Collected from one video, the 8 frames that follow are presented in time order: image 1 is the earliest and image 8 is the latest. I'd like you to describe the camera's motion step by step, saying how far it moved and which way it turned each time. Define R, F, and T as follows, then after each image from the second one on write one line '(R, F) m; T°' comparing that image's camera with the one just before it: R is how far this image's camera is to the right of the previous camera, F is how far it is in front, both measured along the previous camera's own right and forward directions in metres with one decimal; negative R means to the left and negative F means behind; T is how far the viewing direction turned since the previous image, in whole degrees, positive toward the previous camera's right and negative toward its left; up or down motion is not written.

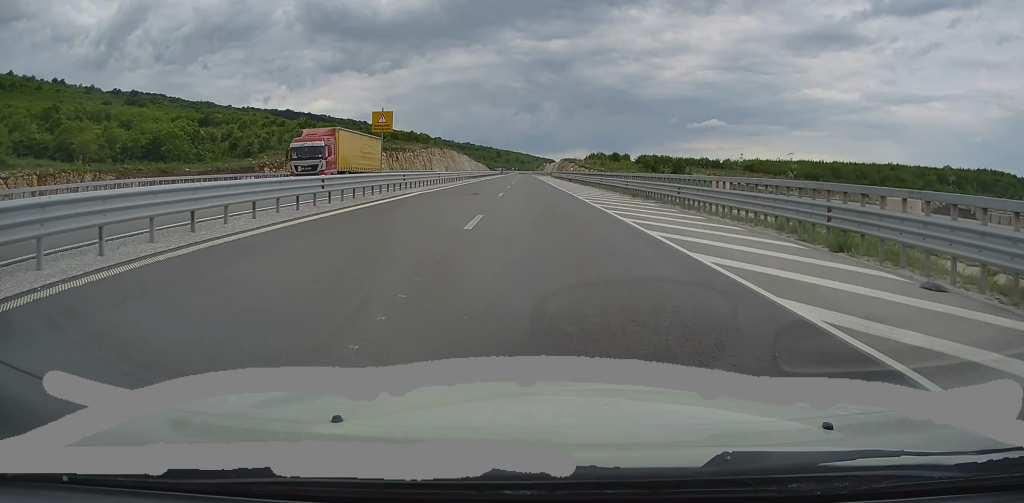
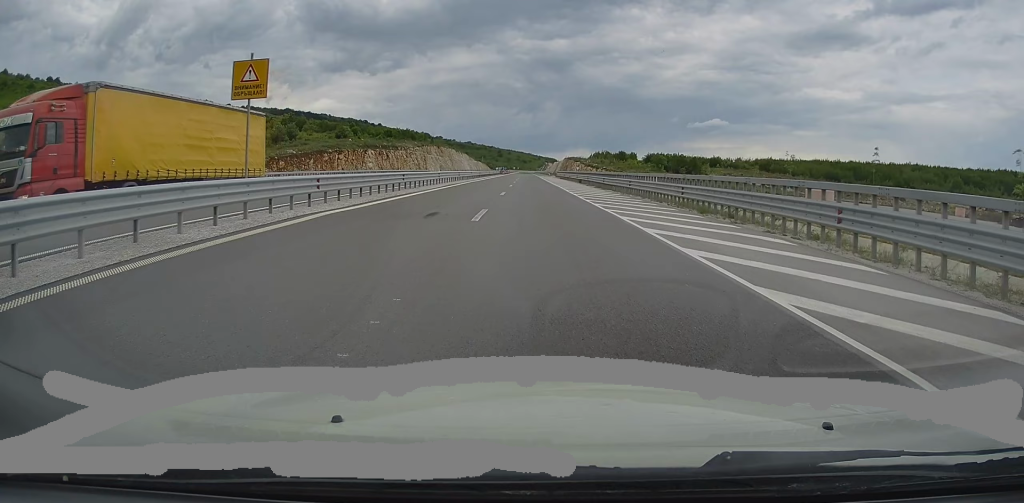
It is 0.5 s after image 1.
(0.0, +13.5) m; 0°
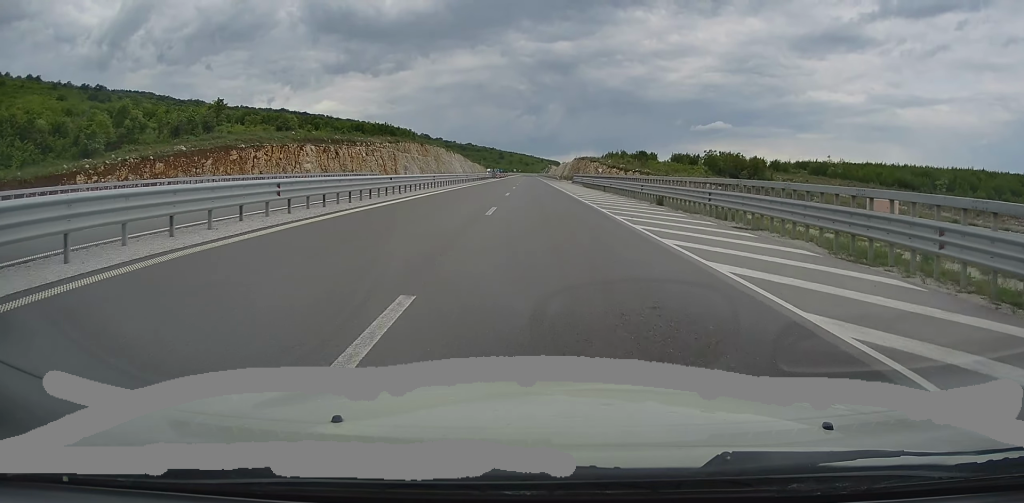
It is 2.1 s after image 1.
(0.0, +47.2) m; 0°
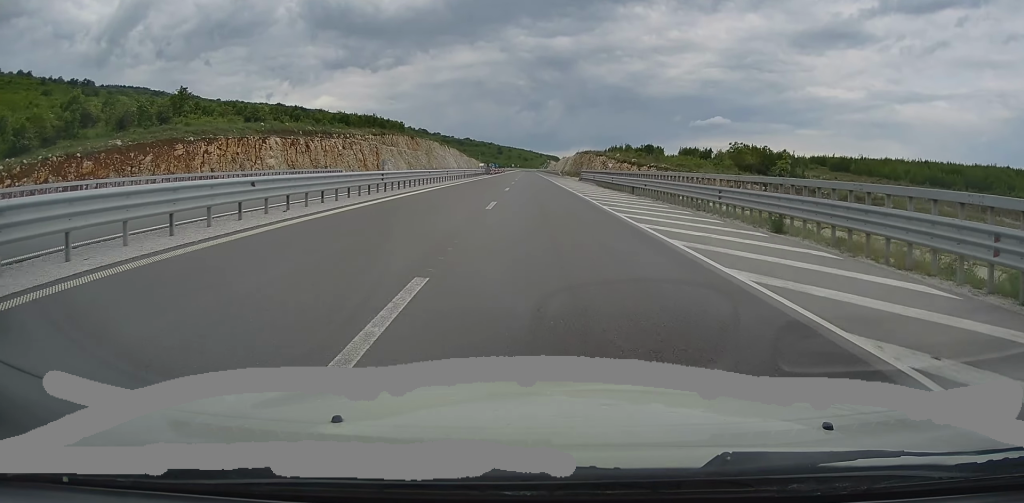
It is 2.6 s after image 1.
(0.0, +15.8) m; 0°
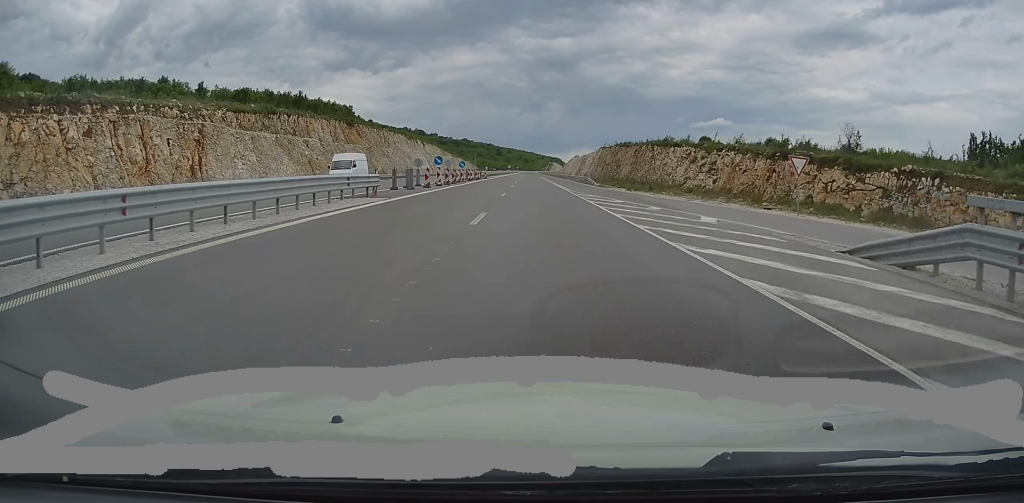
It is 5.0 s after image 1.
(0.0, +68.4) m; 0°
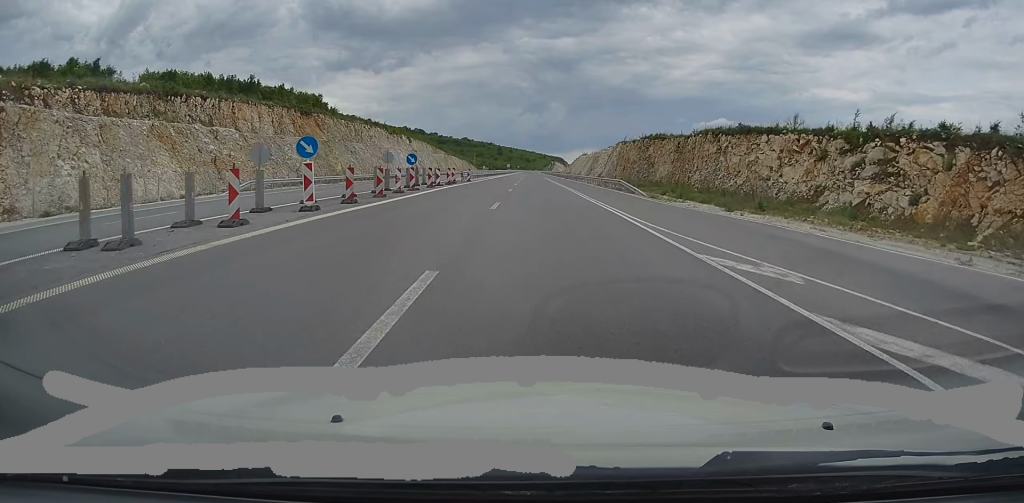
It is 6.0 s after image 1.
(0.0, +24.8) m; 0°
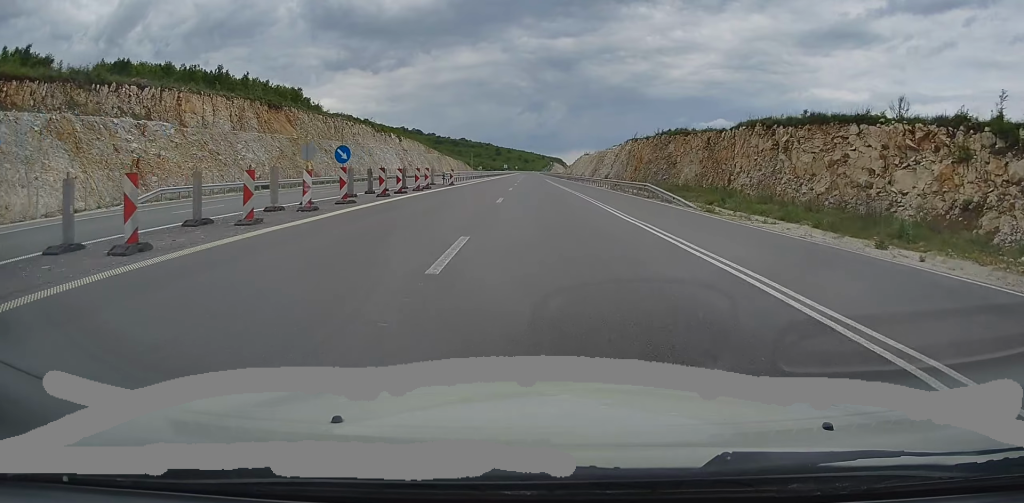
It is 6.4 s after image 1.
(0.0, +11.0) m; 0°
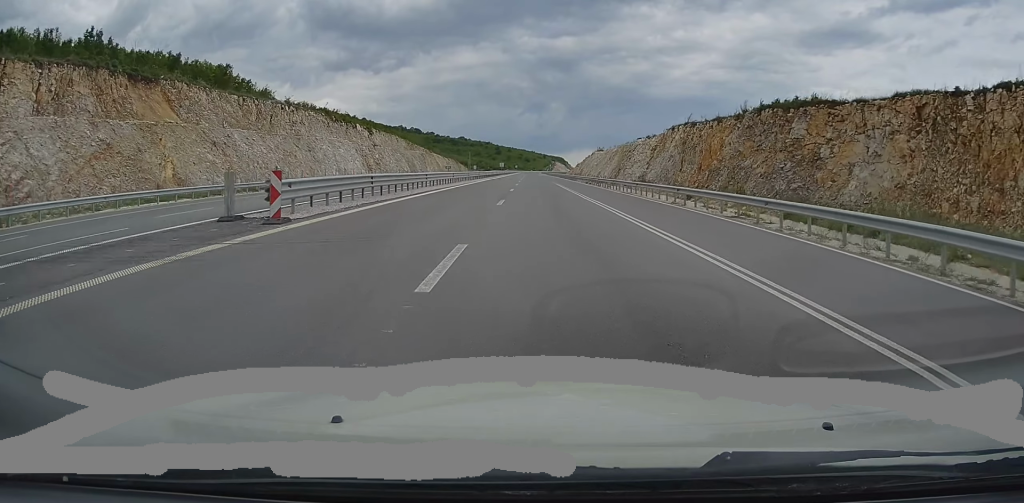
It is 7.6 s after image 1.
(+0.1, +27.5) m; 0°
